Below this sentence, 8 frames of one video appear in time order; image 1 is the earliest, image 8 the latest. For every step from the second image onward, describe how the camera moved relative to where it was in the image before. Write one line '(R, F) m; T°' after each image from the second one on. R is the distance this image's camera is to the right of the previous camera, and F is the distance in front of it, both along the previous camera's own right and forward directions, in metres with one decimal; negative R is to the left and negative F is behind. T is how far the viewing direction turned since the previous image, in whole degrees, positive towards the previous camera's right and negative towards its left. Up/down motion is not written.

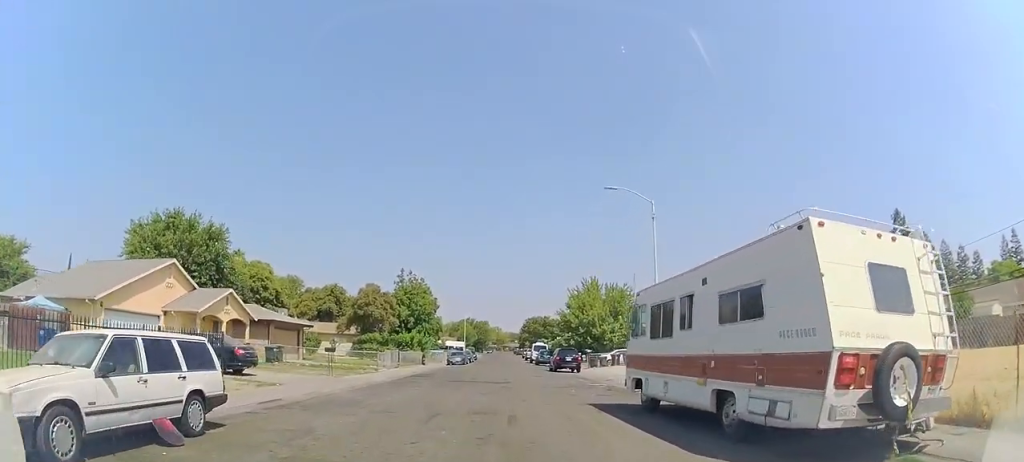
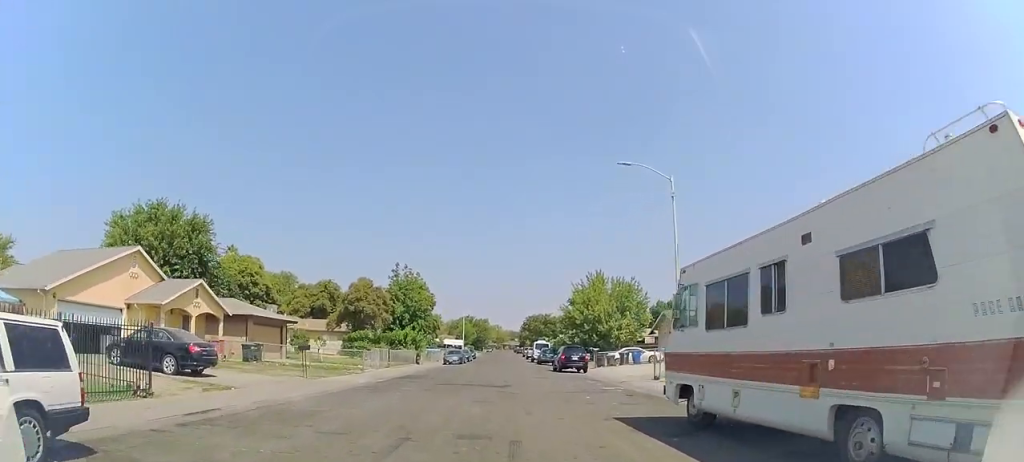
(0.0, +3.3) m; 0°
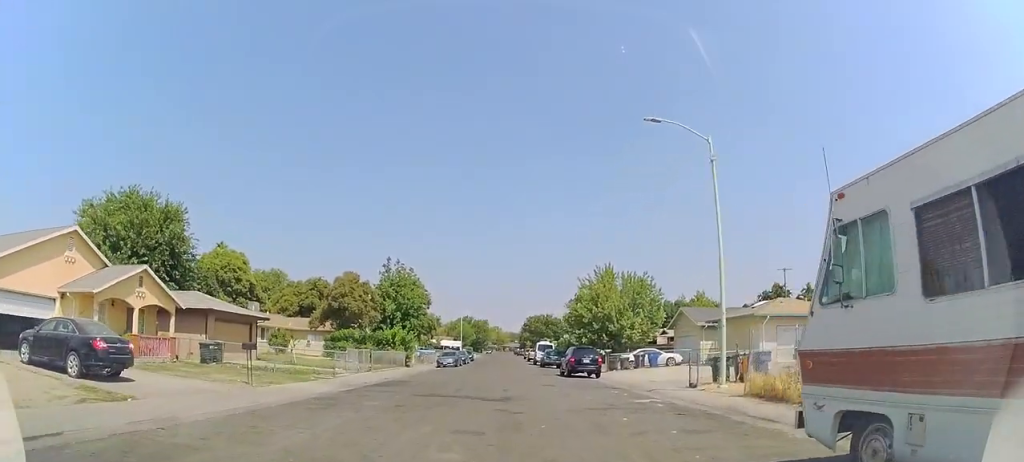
(0.0, +4.8) m; -1°
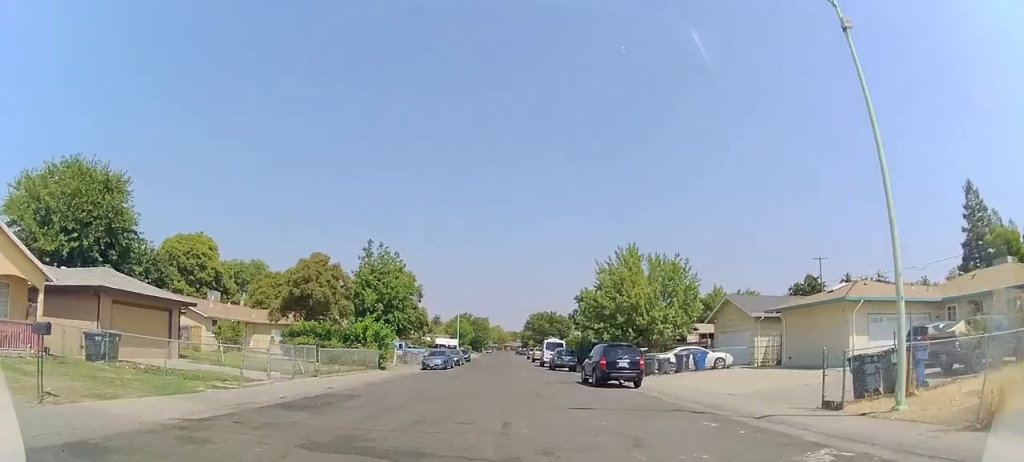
(-0.1, +8.8) m; -1°
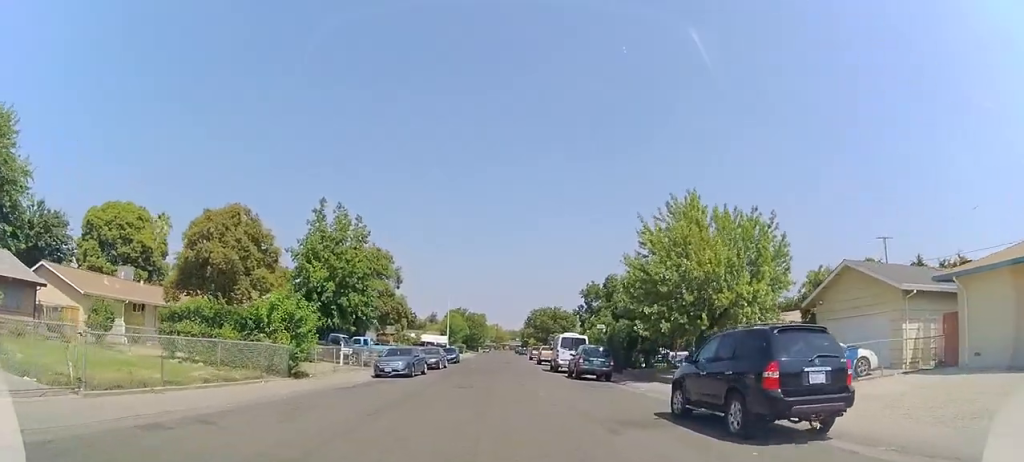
(0.0, +13.4) m; +1°
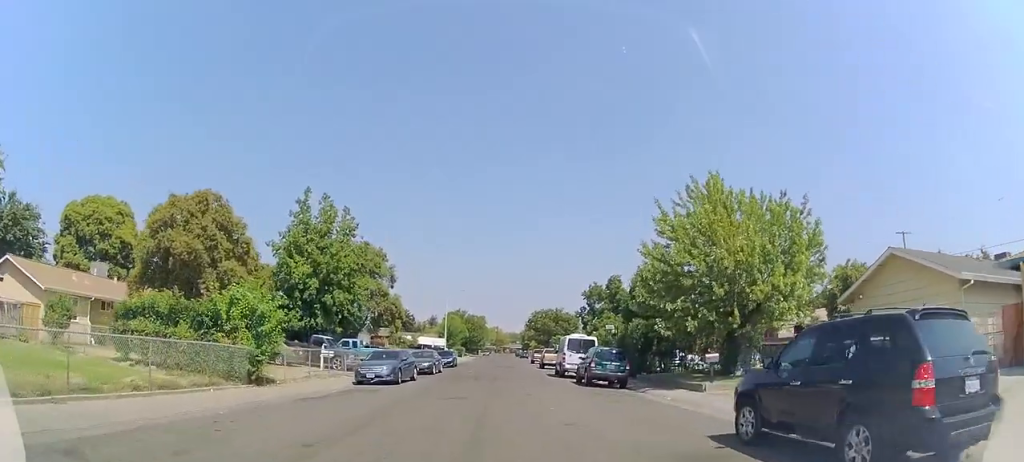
(0.0, +3.3) m; +1°
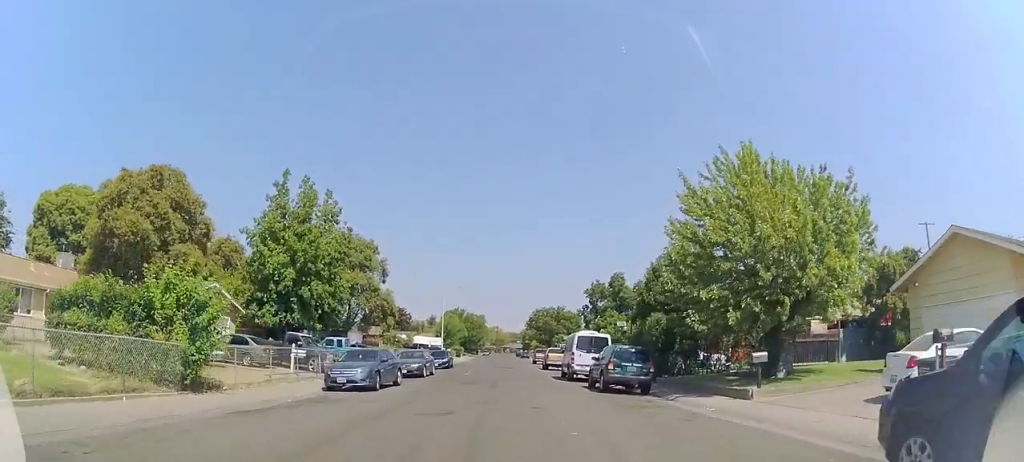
(+0.1, +3.7) m; +1°
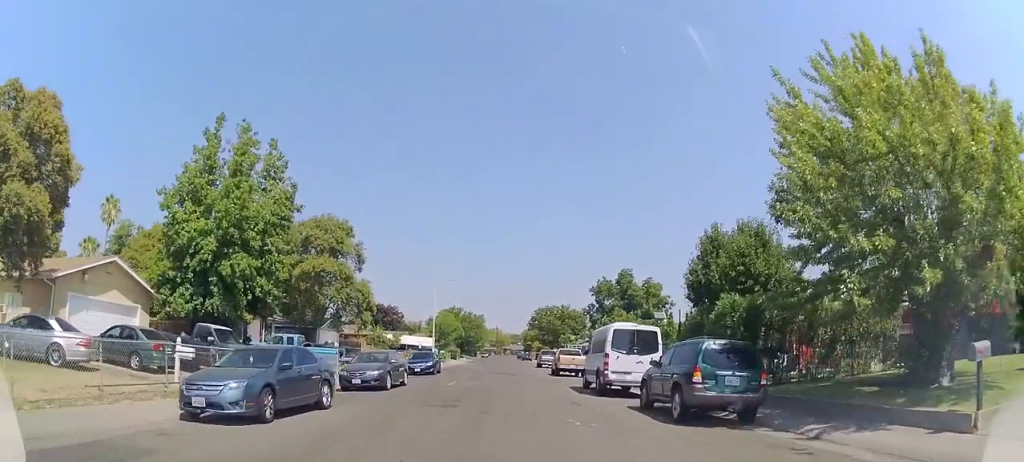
(0.0, +8.3) m; 0°
